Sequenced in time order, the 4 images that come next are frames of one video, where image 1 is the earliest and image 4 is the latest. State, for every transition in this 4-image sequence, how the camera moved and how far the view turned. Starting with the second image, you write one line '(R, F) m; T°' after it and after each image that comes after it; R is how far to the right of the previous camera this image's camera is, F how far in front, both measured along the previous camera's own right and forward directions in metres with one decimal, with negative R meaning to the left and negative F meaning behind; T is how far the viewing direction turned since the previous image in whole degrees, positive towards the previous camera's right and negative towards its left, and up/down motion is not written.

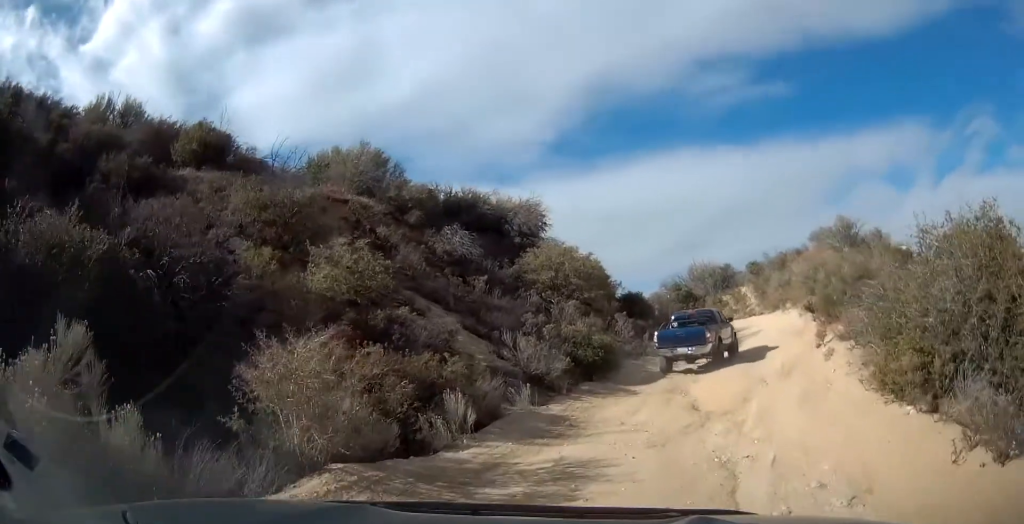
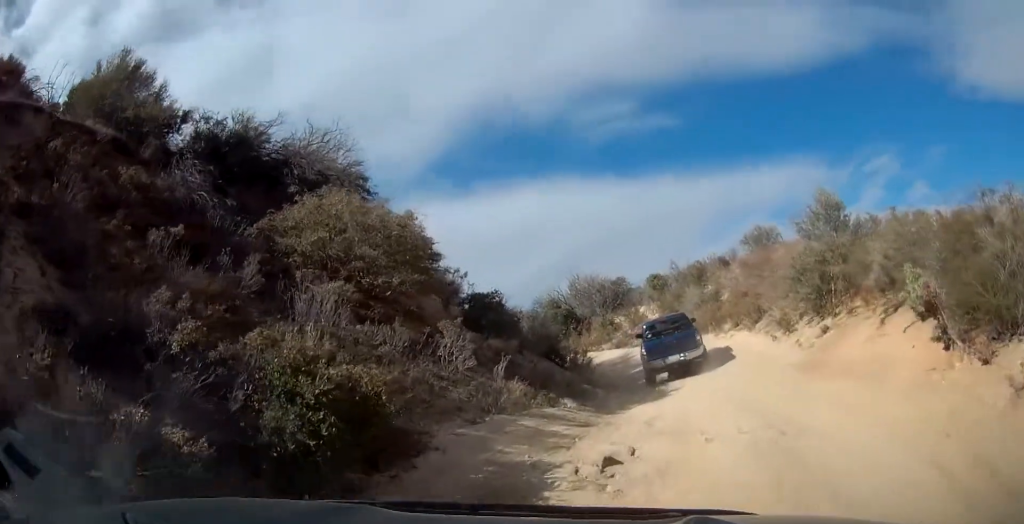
(+3.0, +11.9) m; +15°
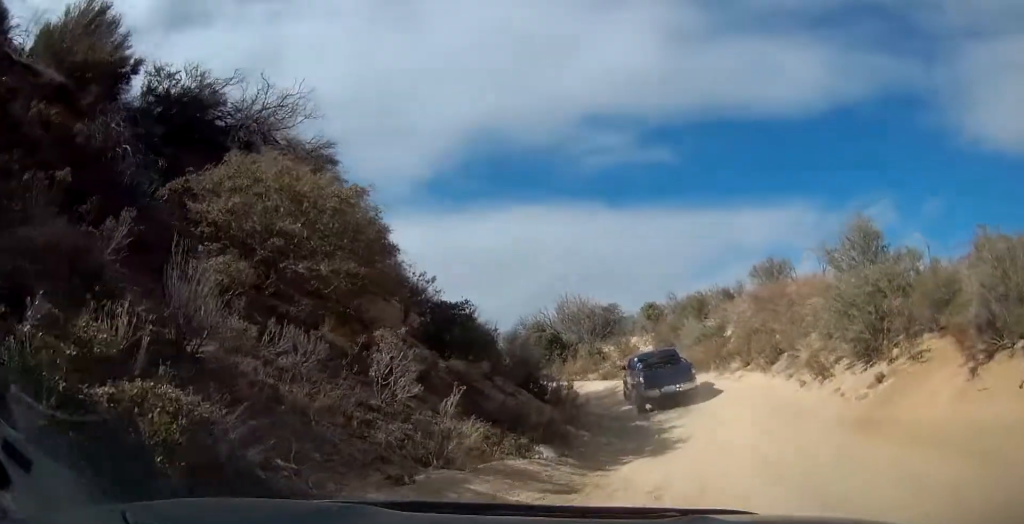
(-0.6, +3.4) m; -2°
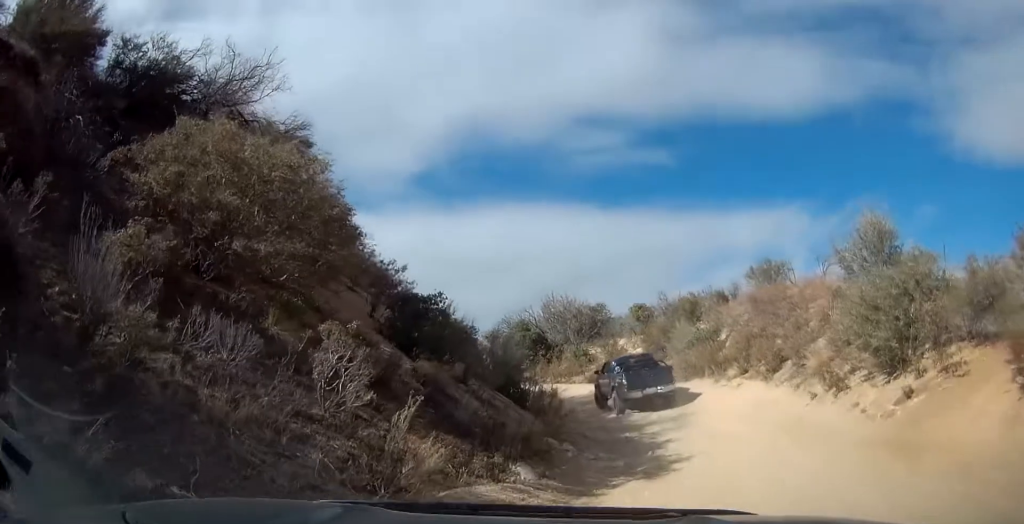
(+0.3, +1.5) m; +6°
